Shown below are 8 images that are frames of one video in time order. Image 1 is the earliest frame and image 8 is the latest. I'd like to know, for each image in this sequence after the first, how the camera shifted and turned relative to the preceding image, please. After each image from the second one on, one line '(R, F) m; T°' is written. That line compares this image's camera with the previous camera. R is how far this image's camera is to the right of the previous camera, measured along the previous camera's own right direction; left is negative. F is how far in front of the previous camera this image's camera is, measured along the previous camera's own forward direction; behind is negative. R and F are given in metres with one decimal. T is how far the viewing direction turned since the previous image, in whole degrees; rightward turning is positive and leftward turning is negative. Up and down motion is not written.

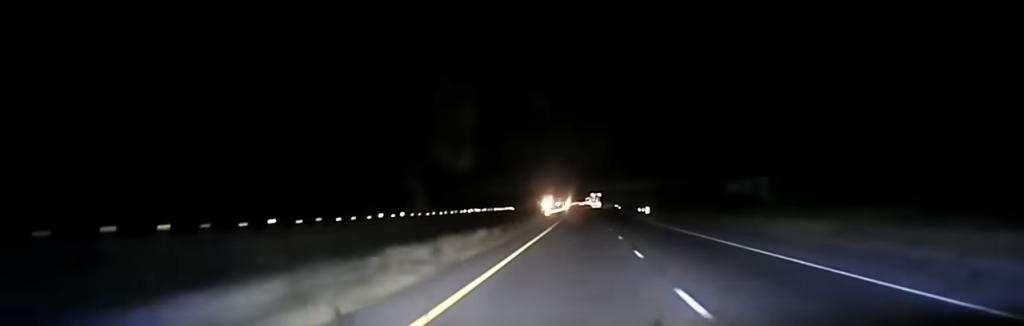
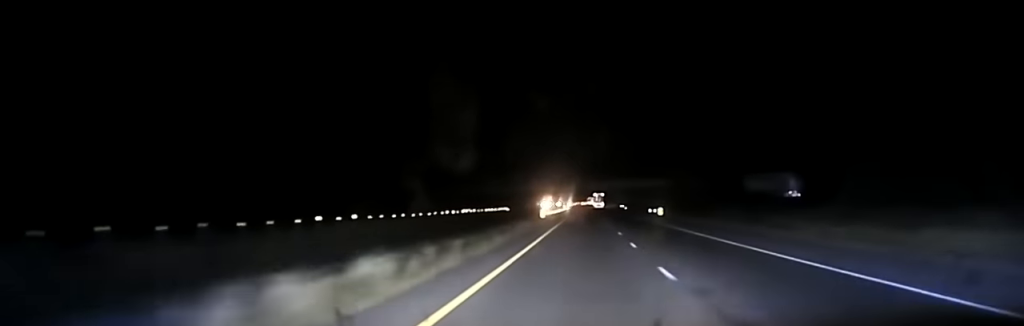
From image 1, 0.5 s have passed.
(0.0, +20.5) m; 0°
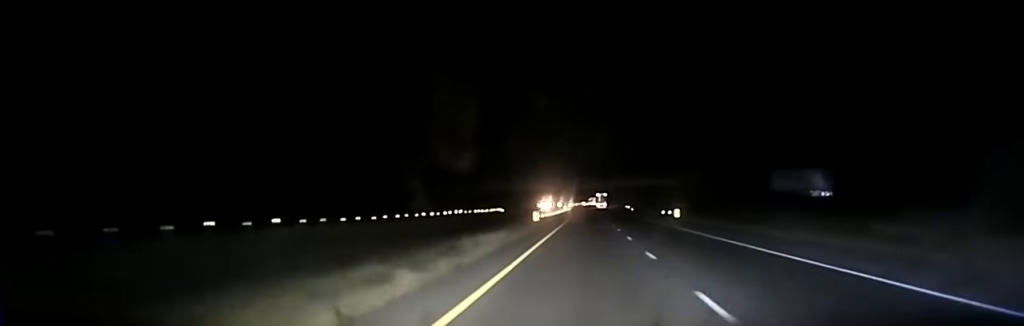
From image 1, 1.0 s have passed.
(0.0, +17.2) m; 0°
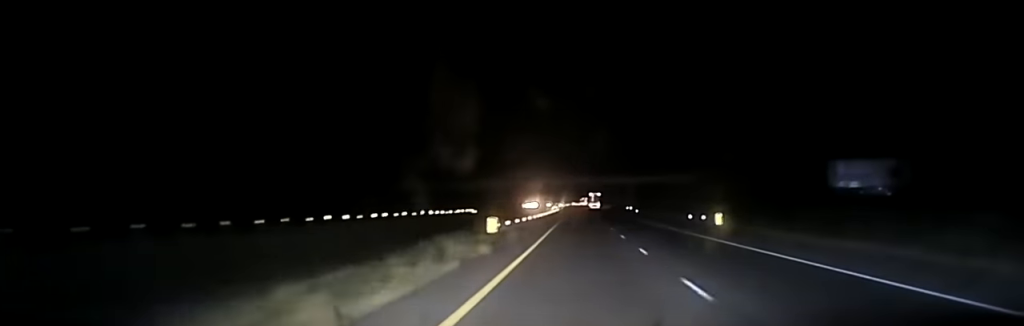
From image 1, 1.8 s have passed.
(0.0, +31.0) m; 0°
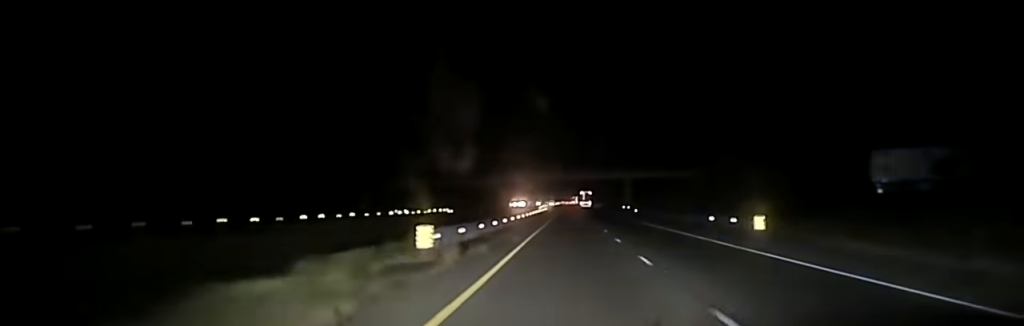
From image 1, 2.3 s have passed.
(-0.1, +16.2) m; 0°
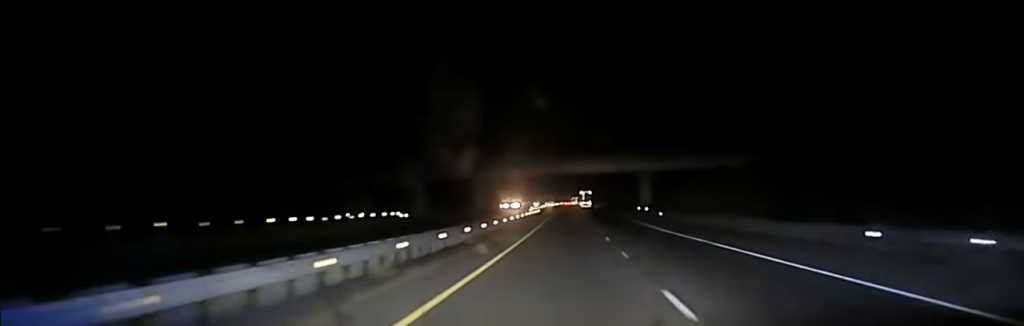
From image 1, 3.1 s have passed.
(+0.2, +31.8) m; 0°
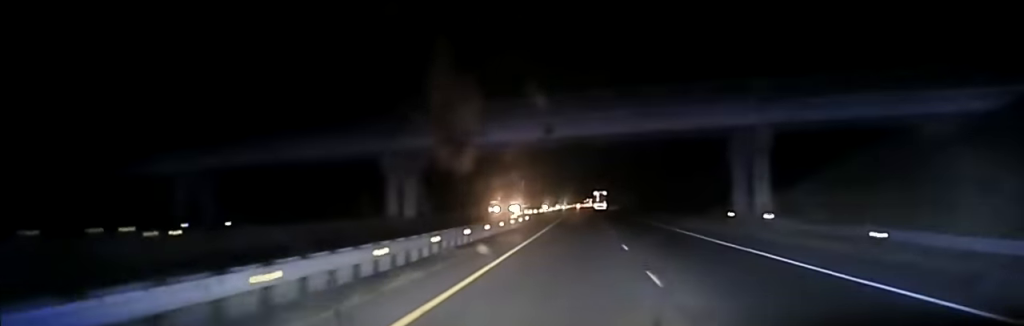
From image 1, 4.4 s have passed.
(0.0, +56.0) m; 0°
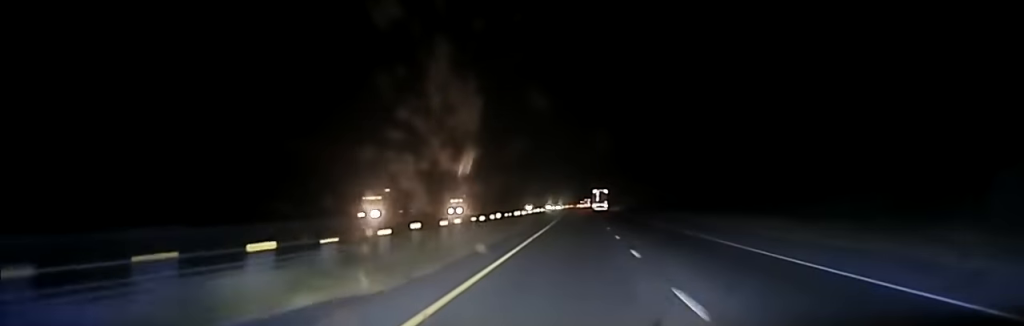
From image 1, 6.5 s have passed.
(-0.5, +96.4) m; 0°
